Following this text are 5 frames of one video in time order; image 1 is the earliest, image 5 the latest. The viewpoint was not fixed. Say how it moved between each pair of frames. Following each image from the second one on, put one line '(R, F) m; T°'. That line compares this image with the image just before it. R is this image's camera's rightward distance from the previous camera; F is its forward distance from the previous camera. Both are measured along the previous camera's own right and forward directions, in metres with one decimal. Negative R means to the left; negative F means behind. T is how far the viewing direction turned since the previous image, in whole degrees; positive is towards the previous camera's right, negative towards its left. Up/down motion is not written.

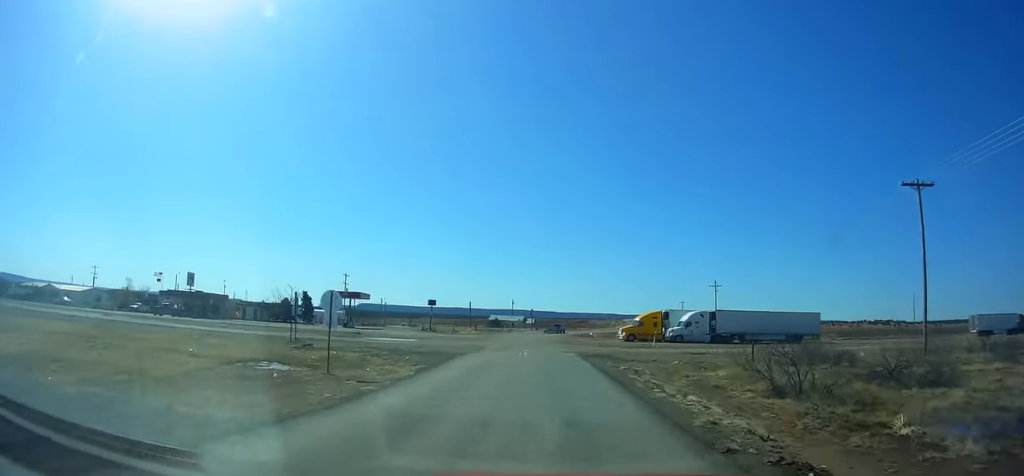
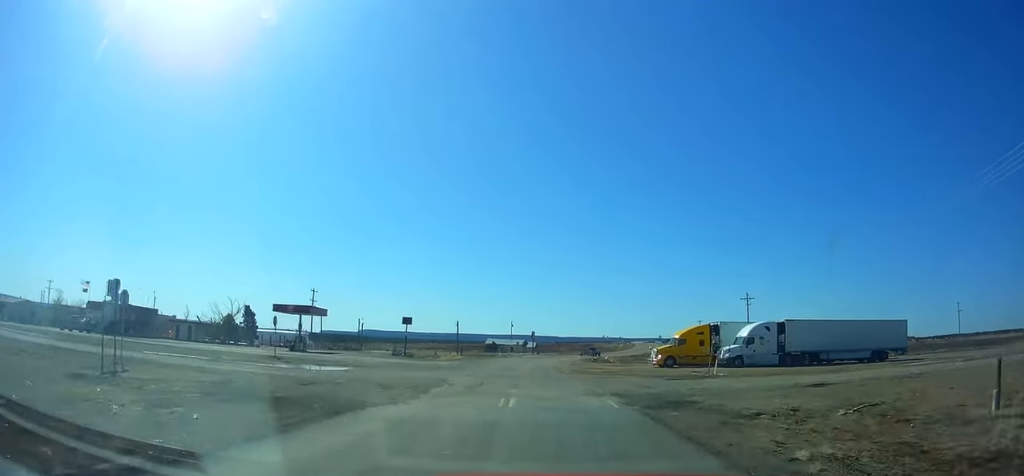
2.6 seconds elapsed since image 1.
(-0.6, +19.1) m; -1°
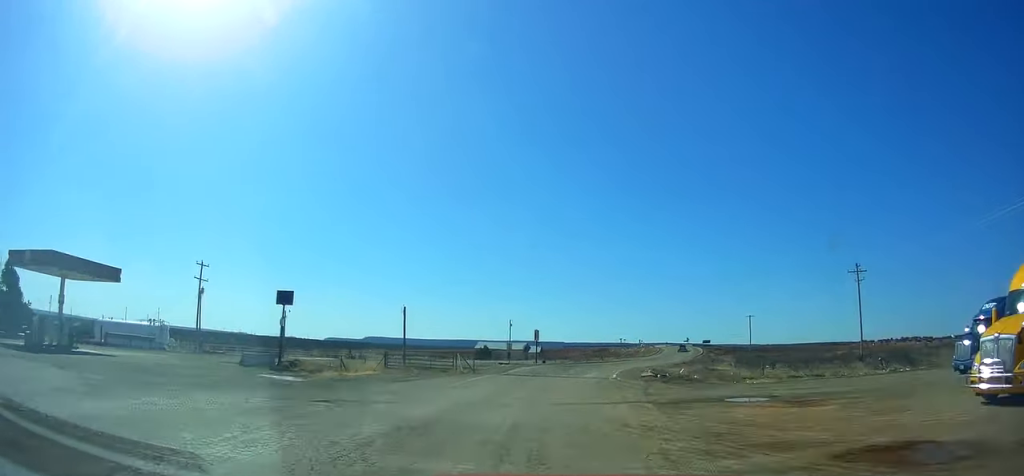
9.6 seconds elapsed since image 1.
(+0.3, +43.9) m; +3°
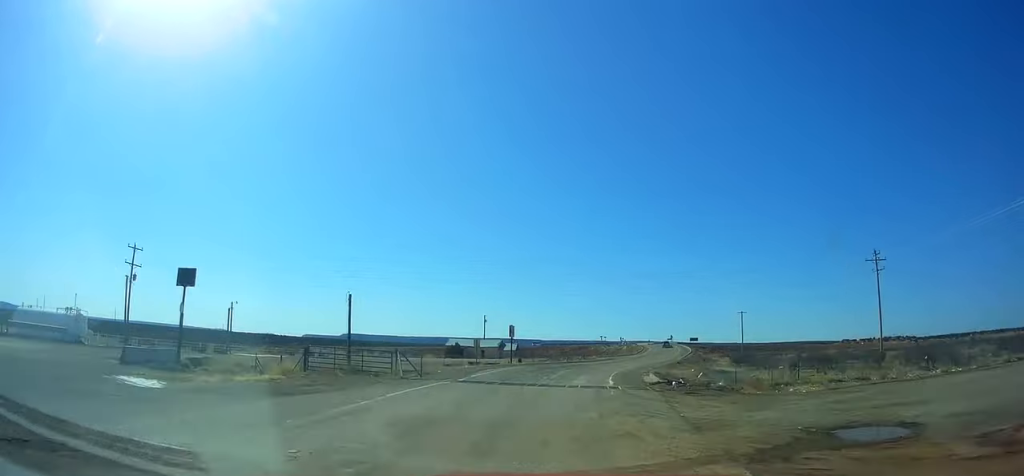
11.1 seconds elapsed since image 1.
(+0.2, +10.4) m; +2°
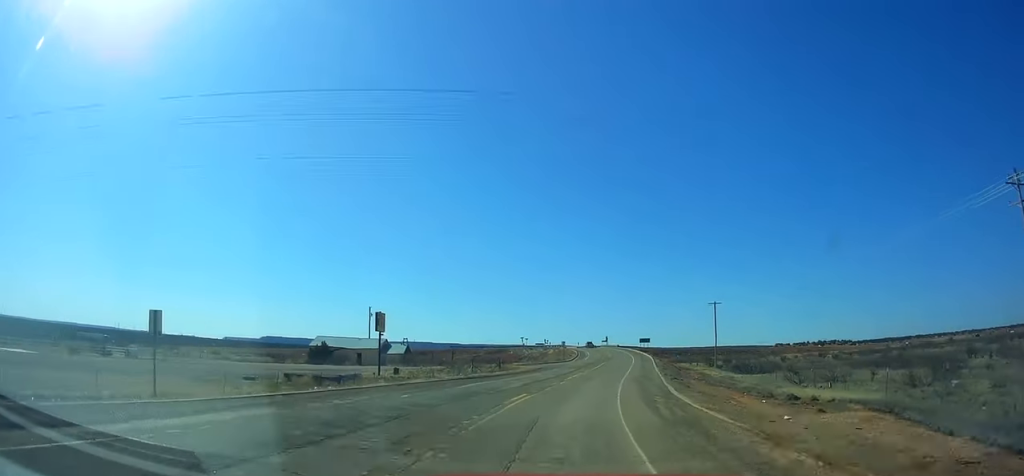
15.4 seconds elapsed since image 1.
(+3.0, +35.2) m; +10°
